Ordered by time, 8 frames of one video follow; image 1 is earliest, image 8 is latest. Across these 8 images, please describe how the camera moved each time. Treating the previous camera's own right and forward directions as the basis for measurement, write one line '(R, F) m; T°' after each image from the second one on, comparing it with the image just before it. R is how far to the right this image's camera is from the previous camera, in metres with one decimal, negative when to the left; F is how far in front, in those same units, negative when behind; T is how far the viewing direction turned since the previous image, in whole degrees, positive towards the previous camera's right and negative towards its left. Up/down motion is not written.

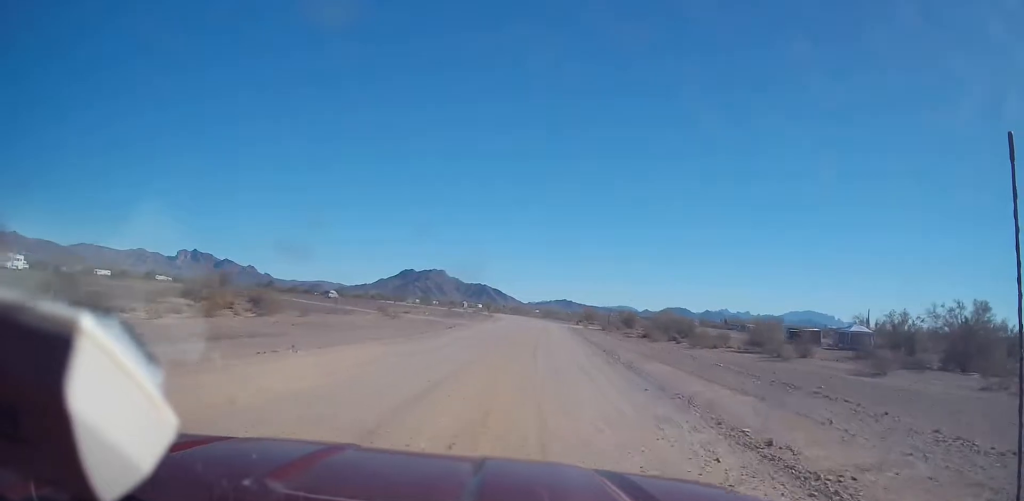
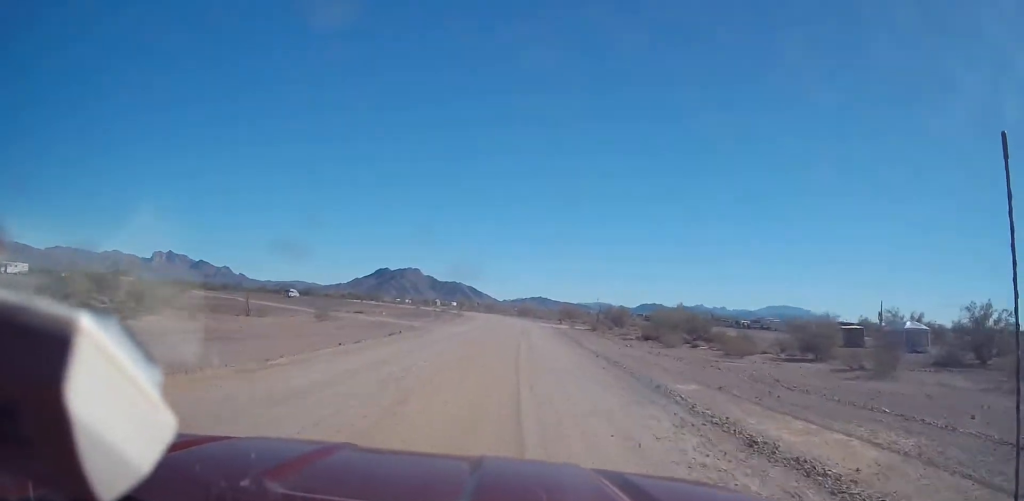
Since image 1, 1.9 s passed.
(+0.4, +14.6) m; +1°
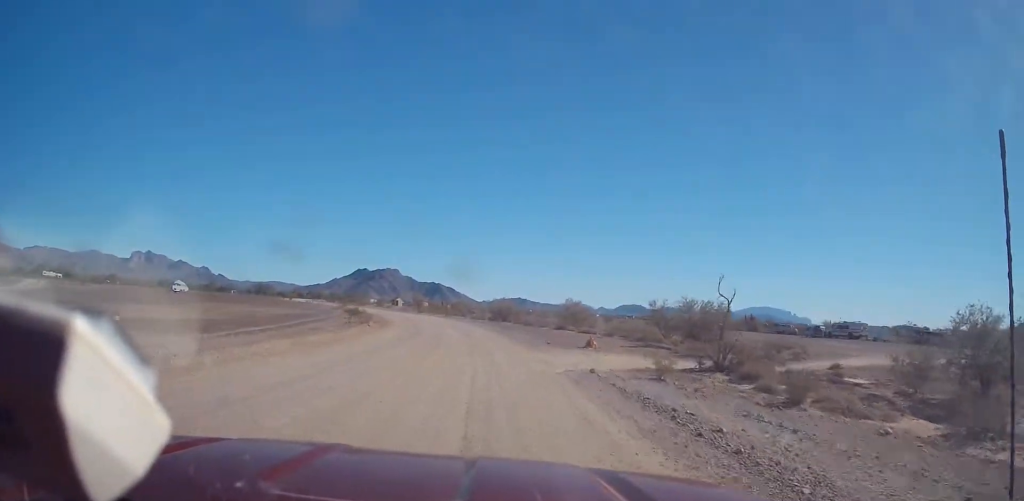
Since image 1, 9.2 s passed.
(+0.7, +53.3) m; -1°
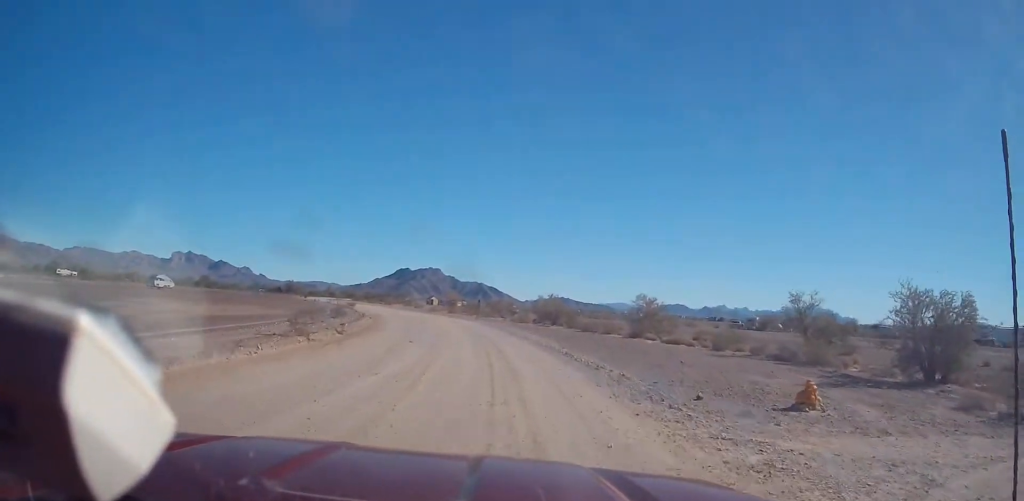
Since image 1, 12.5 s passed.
(-0.7, +21.8) m; -3°
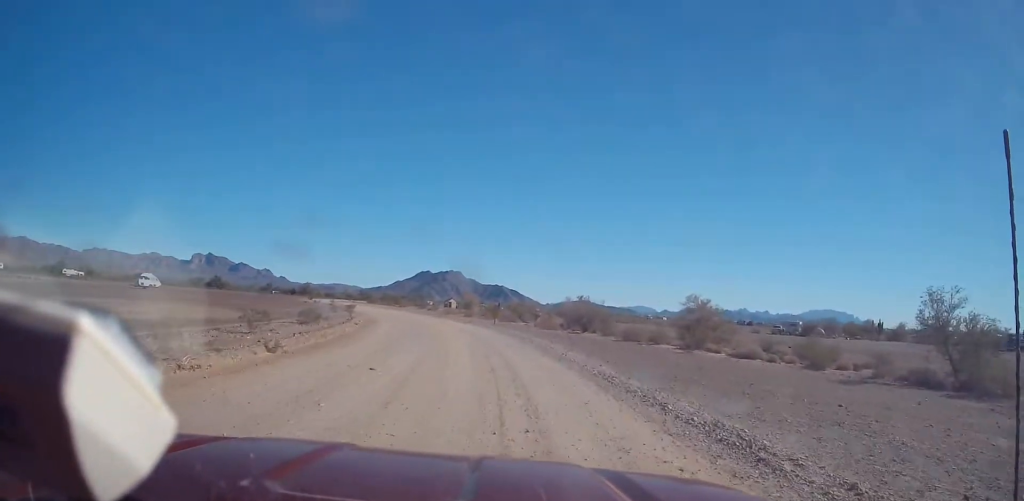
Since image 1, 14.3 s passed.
(+0.1, +11.9) m; -1°
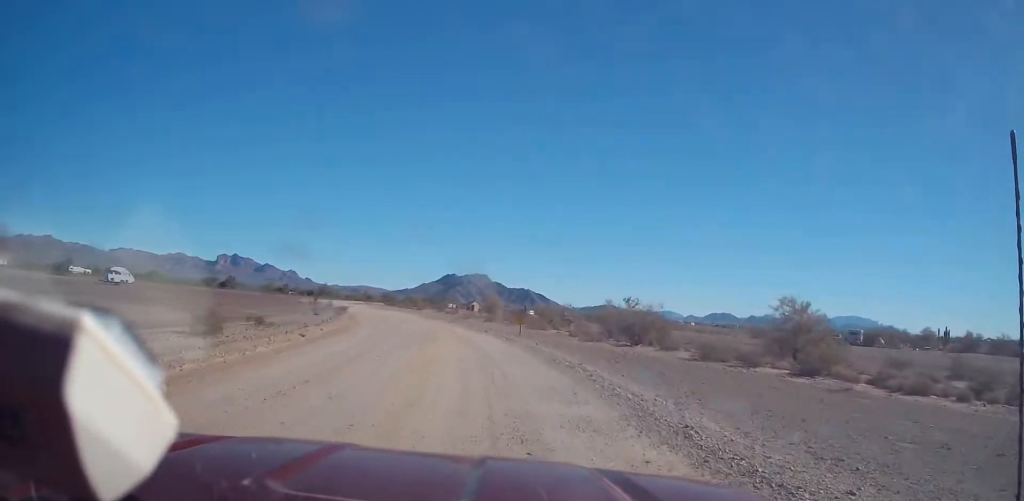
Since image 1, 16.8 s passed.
(-0.4, +15.3) m; -3°
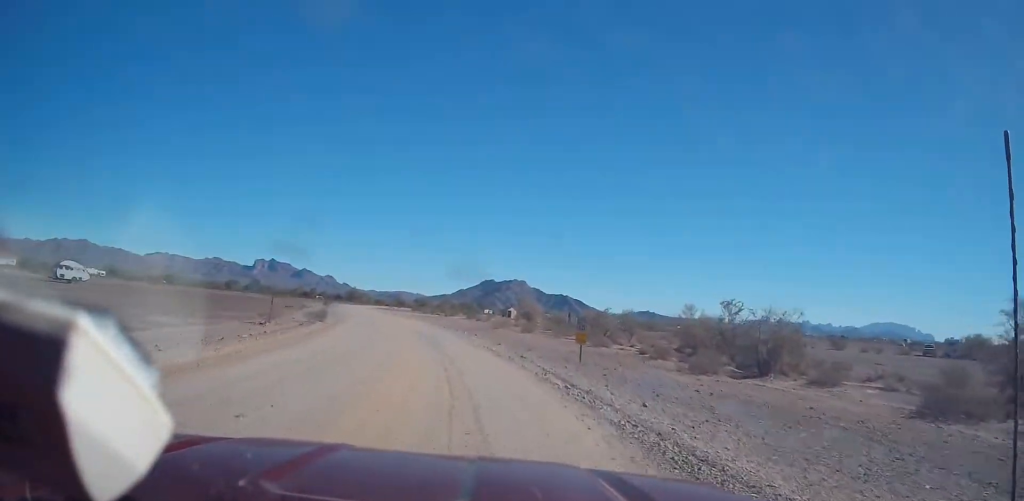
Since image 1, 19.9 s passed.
(-0.7, +19.5) m; -4°
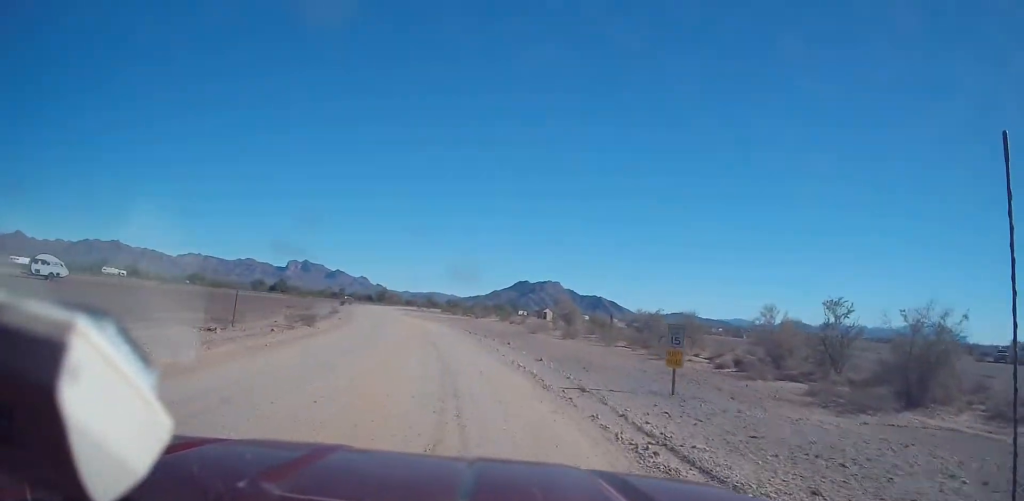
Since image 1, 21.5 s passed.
(-0.4, +10.4) m; -3°
